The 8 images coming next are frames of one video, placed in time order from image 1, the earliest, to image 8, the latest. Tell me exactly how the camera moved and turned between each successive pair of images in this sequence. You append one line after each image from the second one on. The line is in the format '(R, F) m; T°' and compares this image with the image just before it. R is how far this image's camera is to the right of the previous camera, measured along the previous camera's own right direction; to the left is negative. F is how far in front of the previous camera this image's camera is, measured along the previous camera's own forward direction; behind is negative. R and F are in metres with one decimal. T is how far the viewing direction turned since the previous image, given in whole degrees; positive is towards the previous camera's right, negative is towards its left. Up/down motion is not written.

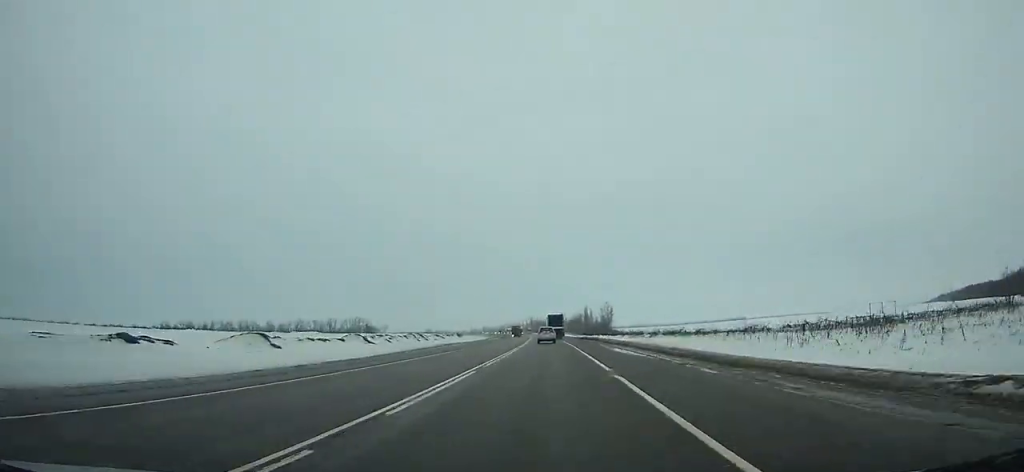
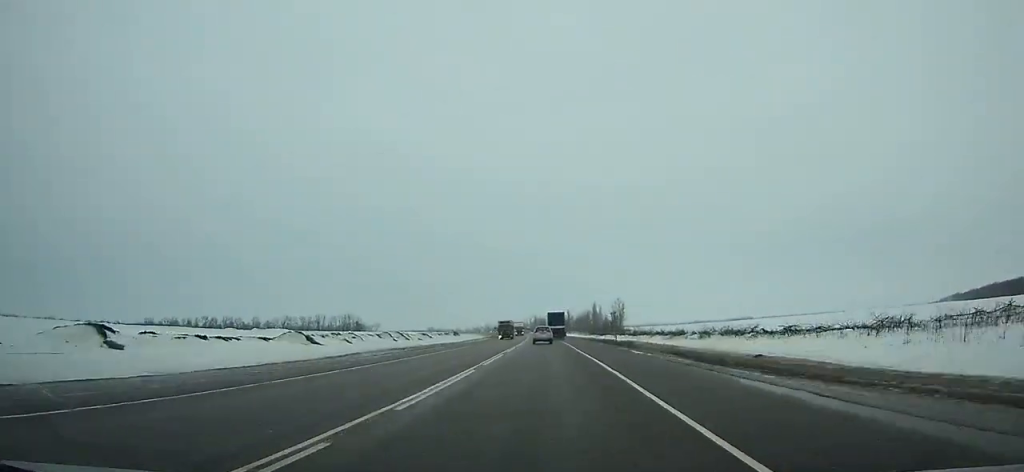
(0.0, +36.1) m; -1°
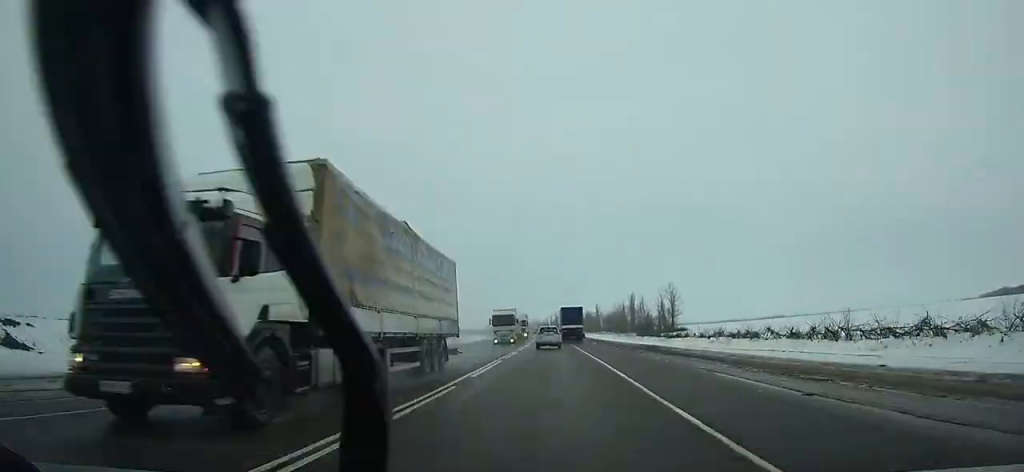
(-1.5, +86.6) m; -2°
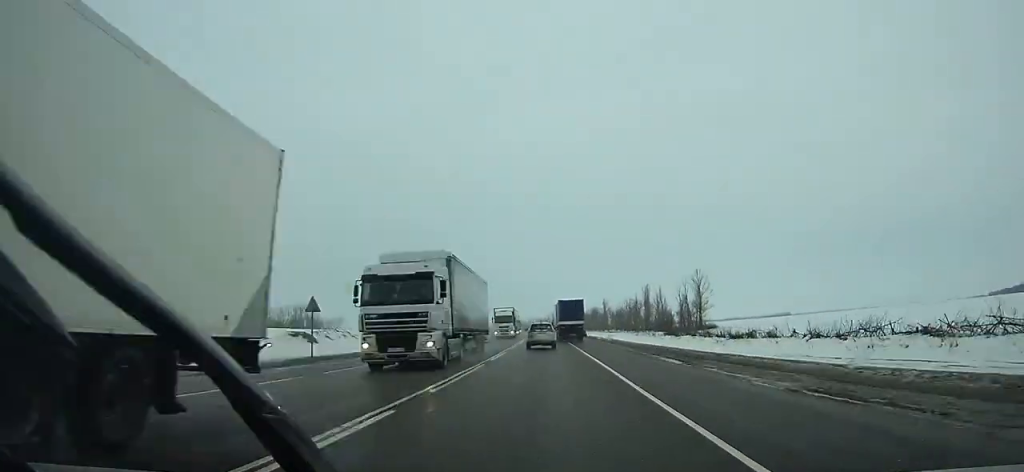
(-0.4, +40.6) m; -1°
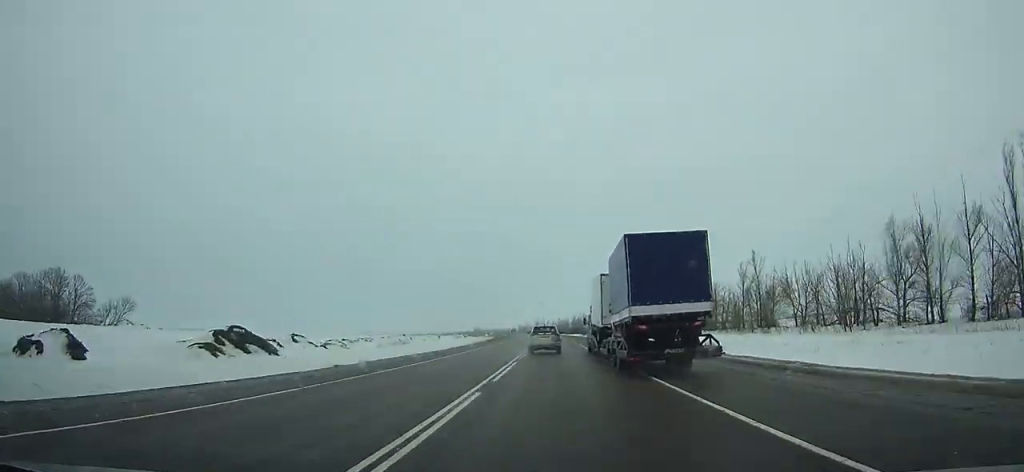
(-7.7, +205.2) m; -4°
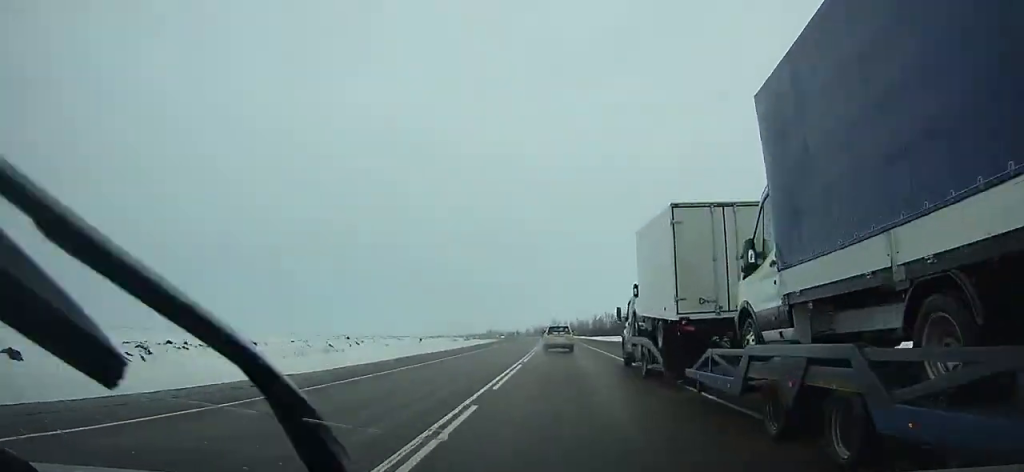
(-0.4, +62.6) m; -1°
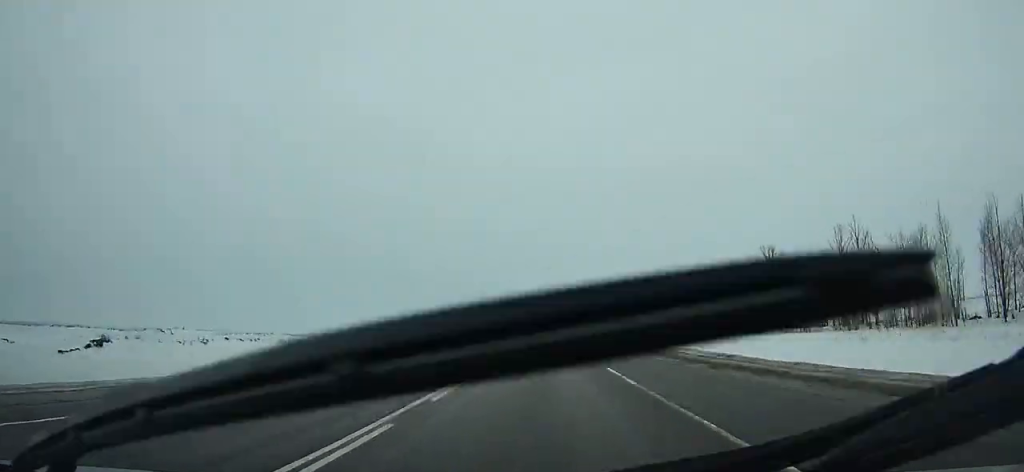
(-2.4, +143.5) m; -2°
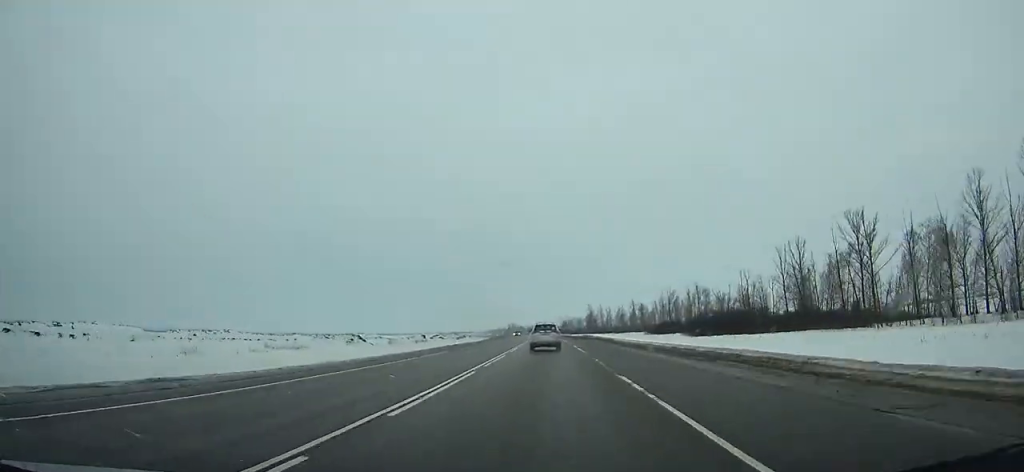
(-0.1, +36.9) m; -1°
